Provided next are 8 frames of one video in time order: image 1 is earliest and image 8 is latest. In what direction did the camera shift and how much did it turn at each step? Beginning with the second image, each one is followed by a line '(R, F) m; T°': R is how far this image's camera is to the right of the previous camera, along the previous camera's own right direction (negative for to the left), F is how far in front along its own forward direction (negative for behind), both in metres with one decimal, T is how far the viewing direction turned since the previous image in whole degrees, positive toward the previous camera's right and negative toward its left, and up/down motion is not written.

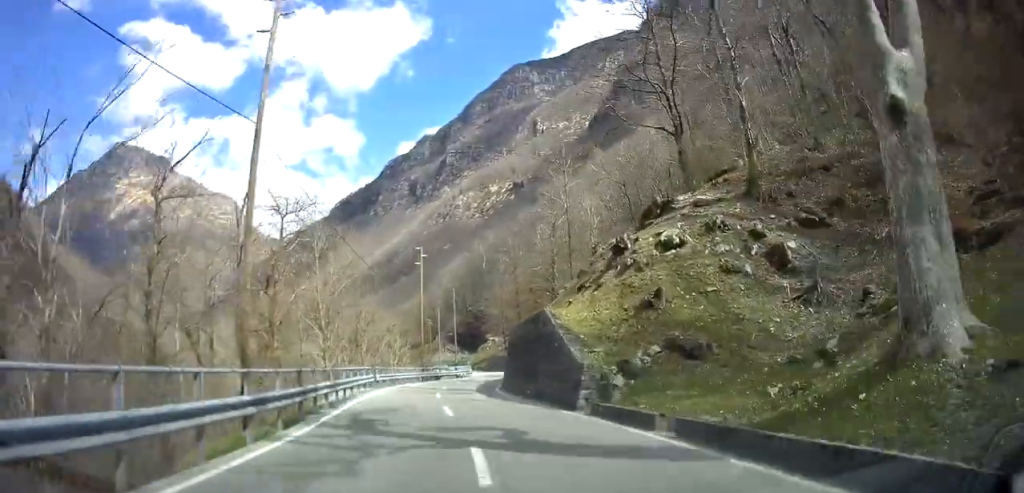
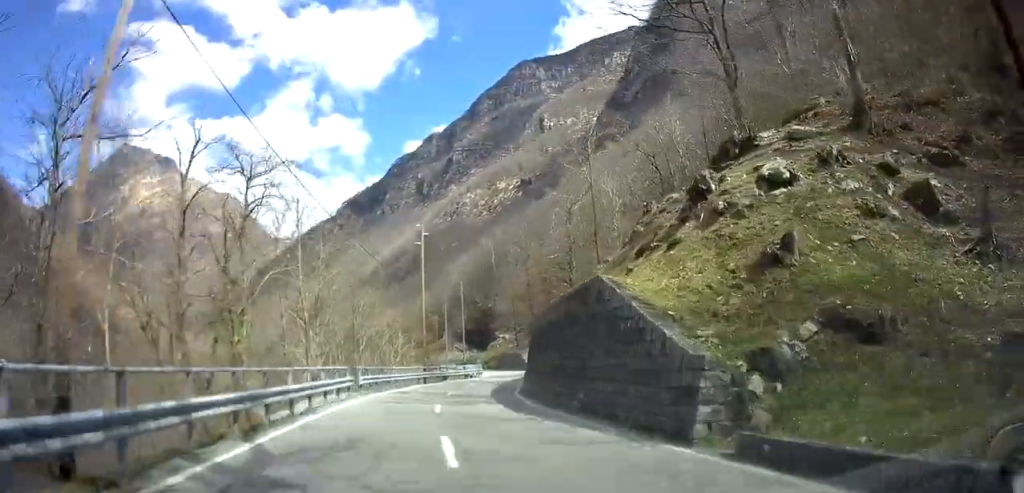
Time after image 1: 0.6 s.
(-0.4, +7.8) m; -4°
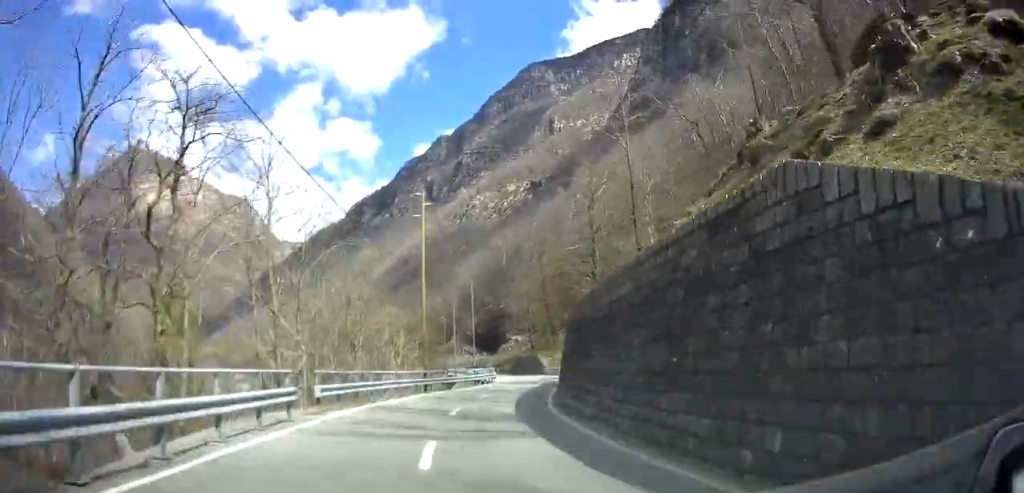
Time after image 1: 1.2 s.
(-0.3, +8.4) m; +1°
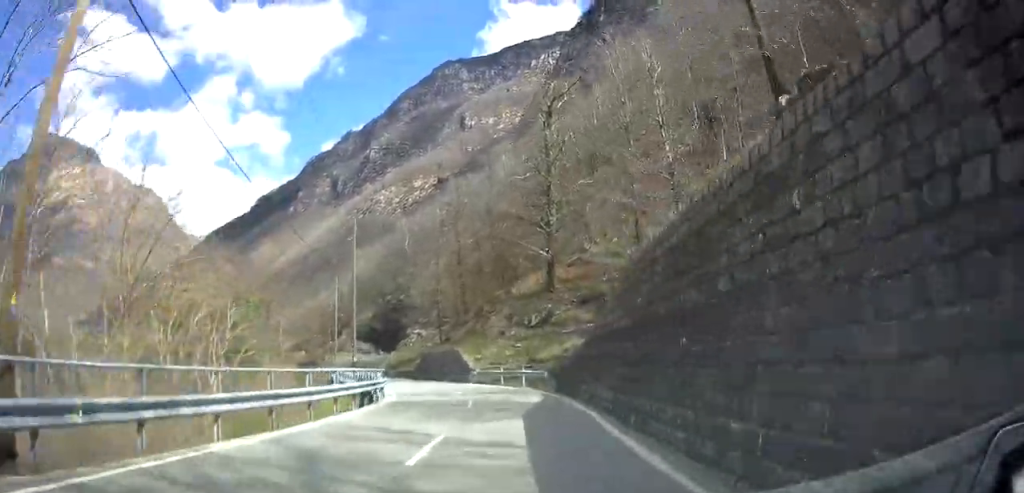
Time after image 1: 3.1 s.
(+2.9, +27.3) m; +12°
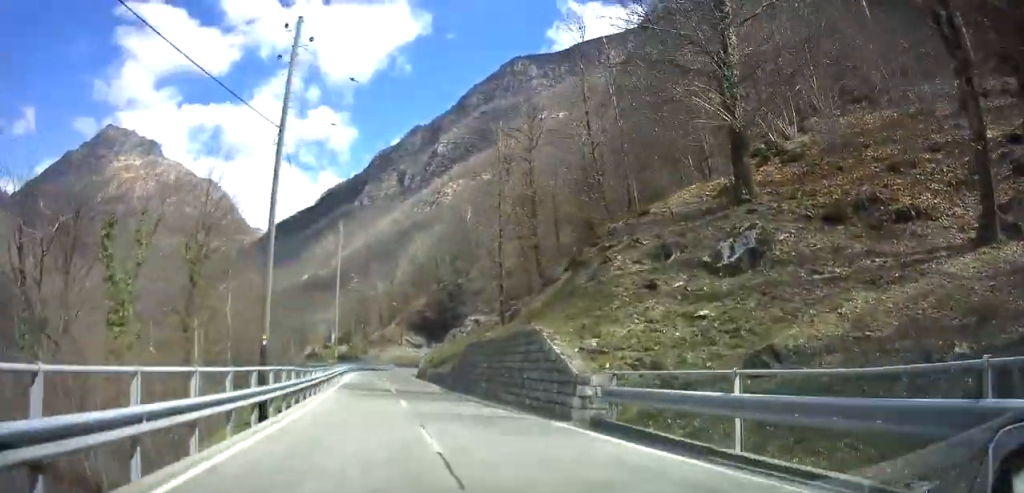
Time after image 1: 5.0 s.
(-0.7, +27.4) m; -7°
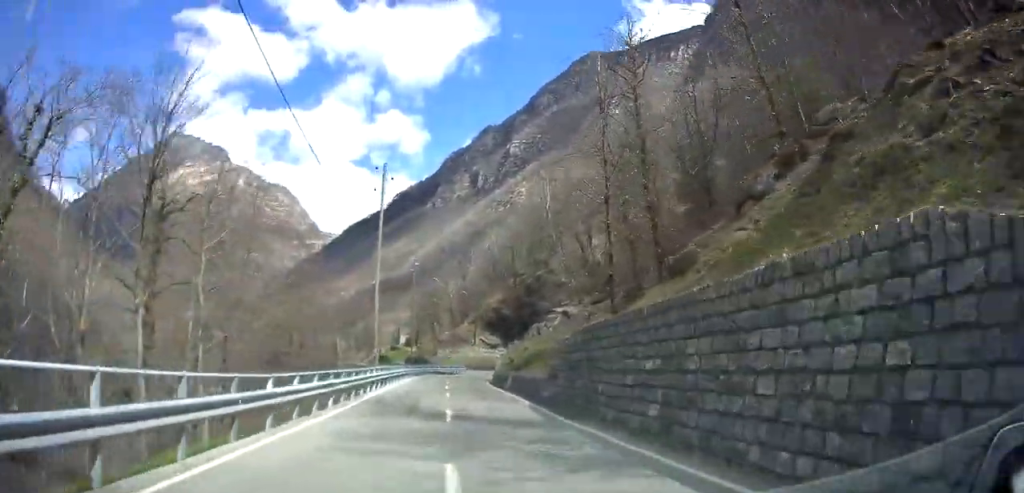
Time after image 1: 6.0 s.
(-0.7, +13.9) m; -7°
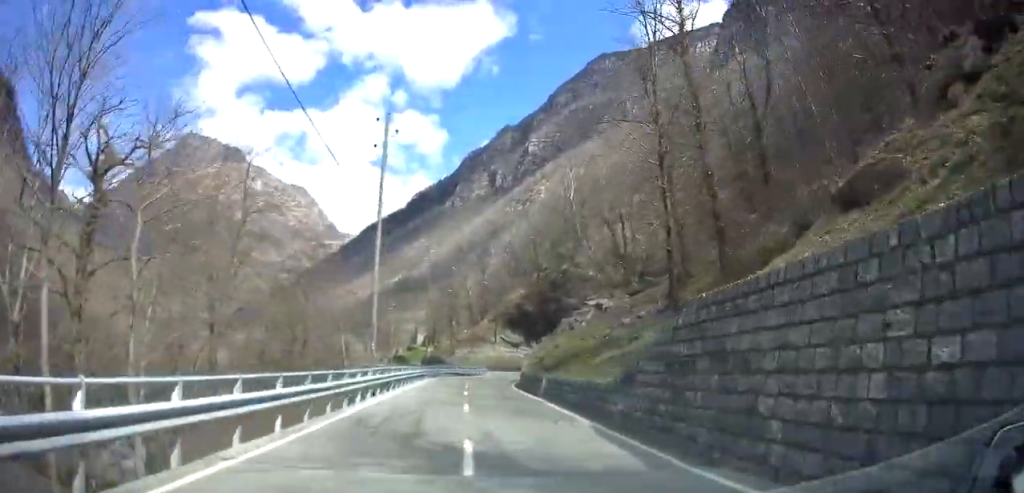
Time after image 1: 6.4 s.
(-0.4, +6.5) m; -3°
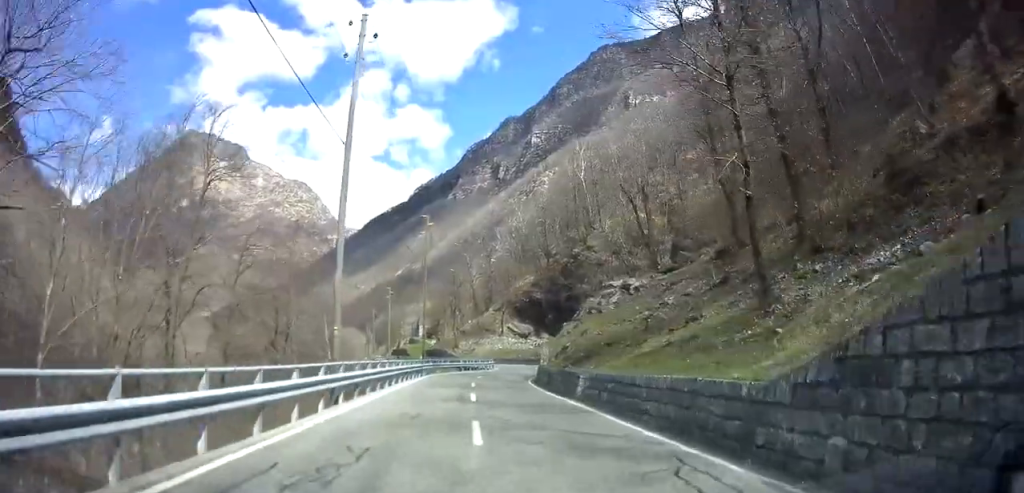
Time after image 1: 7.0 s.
(-0.2, +7.8) m; -2°
